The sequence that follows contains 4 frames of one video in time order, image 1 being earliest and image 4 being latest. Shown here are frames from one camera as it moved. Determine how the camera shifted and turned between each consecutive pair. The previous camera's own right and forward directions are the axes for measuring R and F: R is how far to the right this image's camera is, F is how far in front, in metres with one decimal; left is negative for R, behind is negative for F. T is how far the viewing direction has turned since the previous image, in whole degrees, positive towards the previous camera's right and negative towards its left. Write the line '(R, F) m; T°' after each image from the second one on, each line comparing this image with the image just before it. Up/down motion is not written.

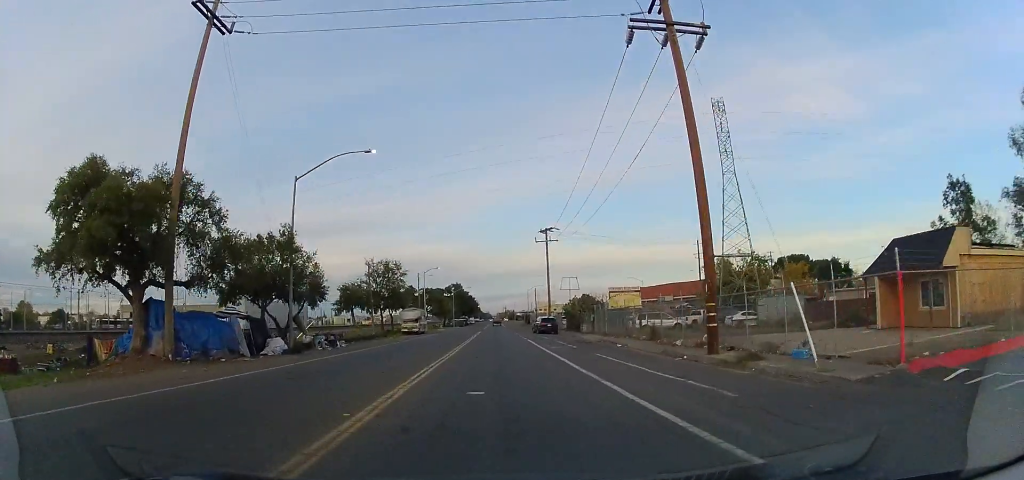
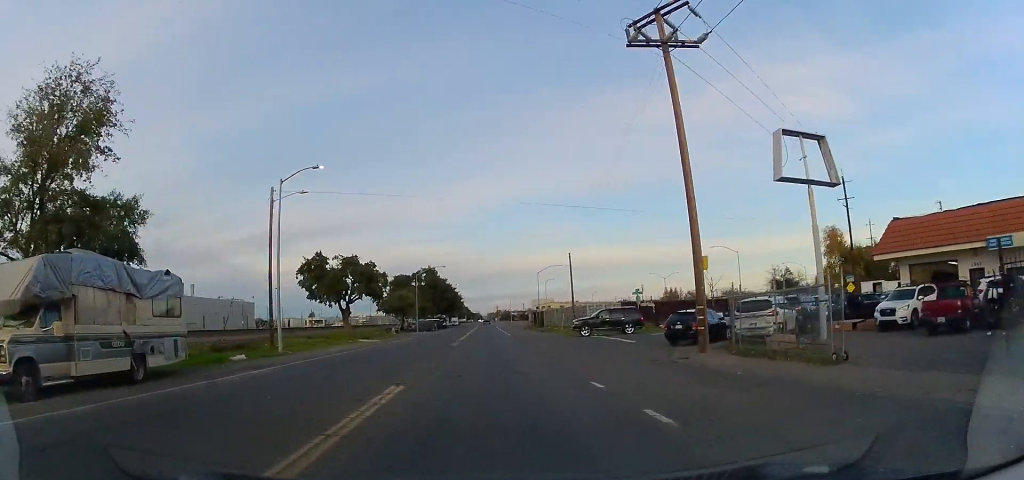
(+1.9, +53.4) m; +5°
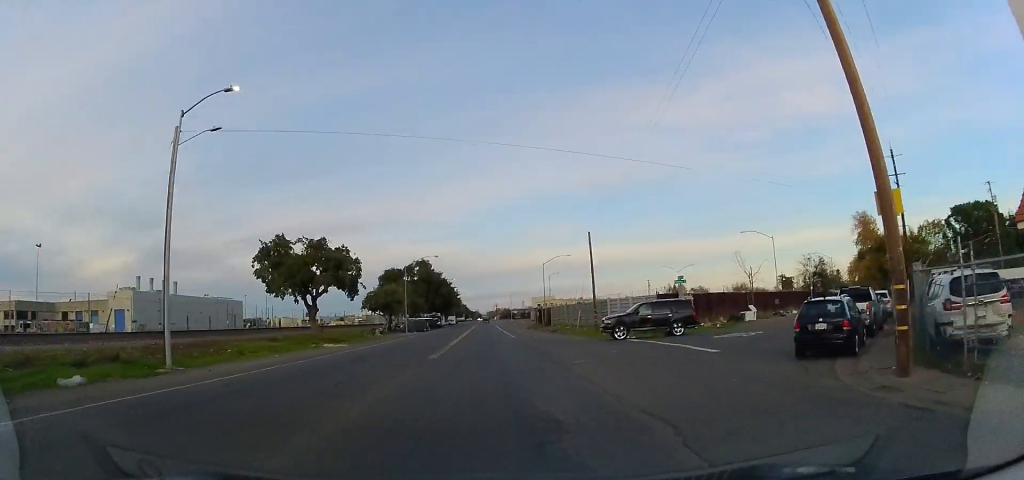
(0.0, +10.1) m; +2°
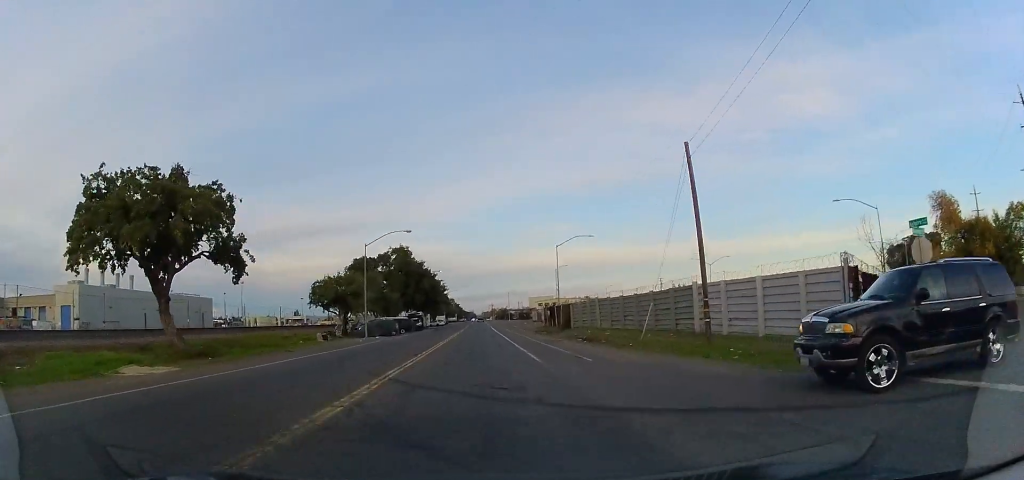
(+1.0, +21.4) m; +4°
